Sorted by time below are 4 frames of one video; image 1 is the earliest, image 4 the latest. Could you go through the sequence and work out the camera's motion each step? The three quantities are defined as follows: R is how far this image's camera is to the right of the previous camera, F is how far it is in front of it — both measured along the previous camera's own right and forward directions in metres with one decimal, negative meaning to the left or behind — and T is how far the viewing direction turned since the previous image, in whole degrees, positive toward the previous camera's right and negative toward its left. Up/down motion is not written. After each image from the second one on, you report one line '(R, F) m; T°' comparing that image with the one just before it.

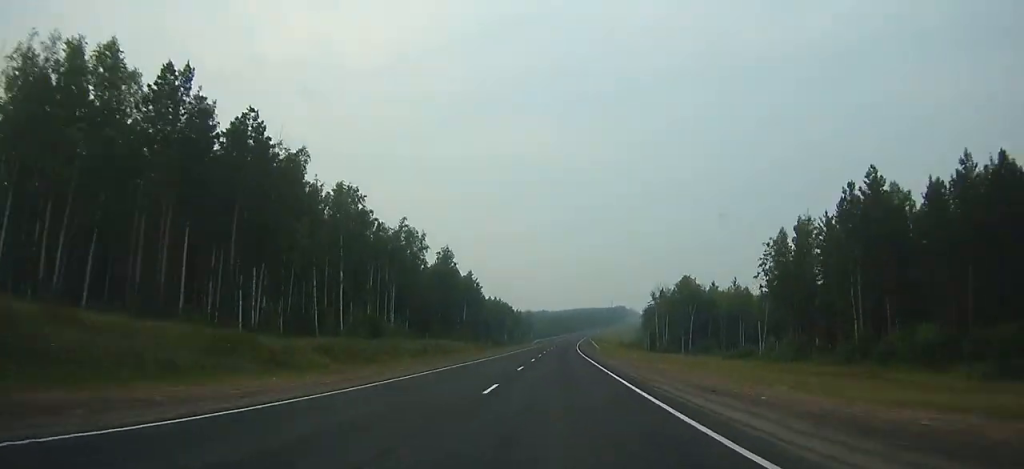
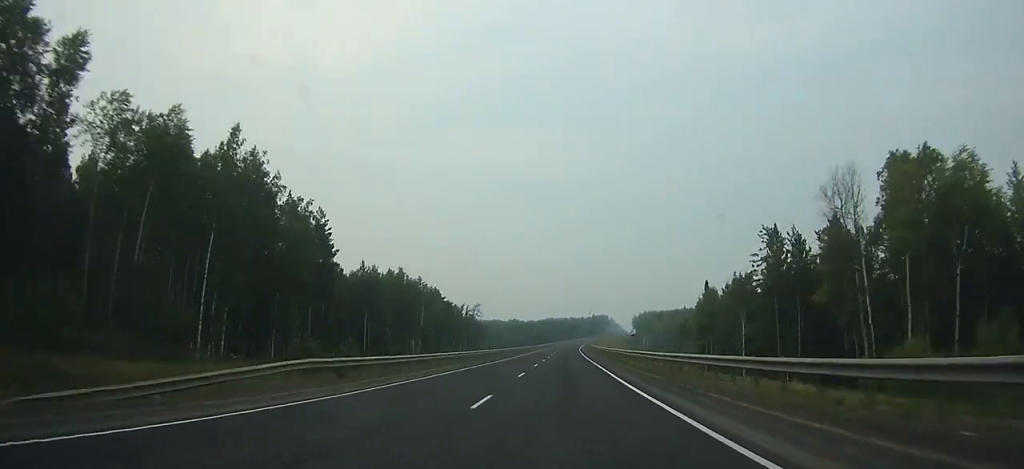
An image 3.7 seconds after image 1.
(+2.4, +123.9) m; +2°
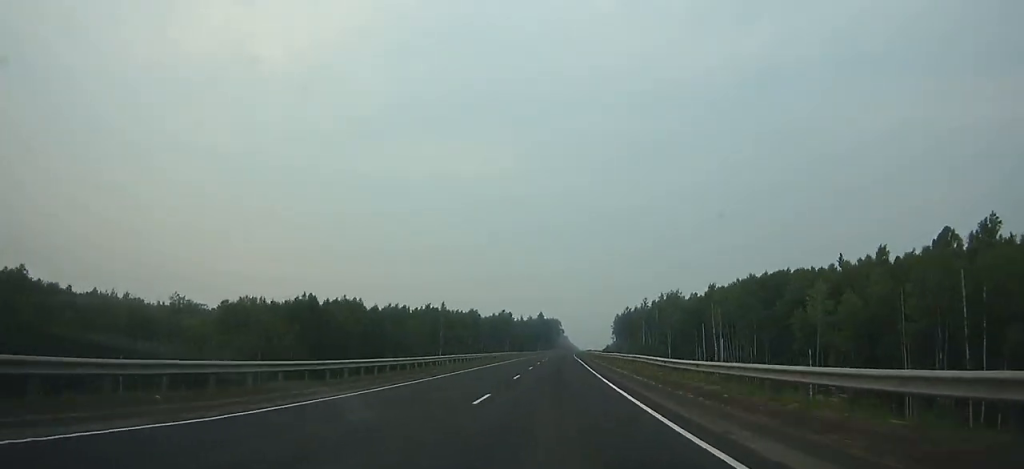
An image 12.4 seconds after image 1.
(+13.3, +280.7) m; +5°
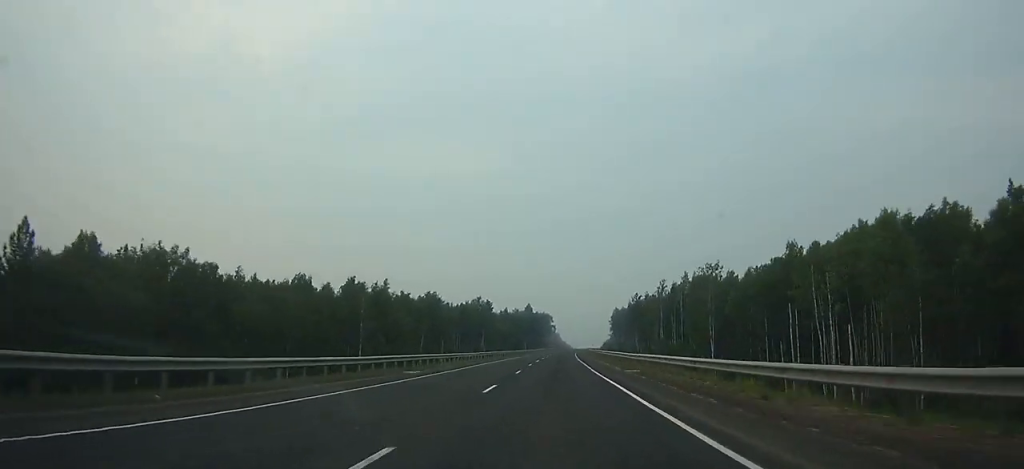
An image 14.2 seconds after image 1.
(+0.6, +59.1) m; +1°
